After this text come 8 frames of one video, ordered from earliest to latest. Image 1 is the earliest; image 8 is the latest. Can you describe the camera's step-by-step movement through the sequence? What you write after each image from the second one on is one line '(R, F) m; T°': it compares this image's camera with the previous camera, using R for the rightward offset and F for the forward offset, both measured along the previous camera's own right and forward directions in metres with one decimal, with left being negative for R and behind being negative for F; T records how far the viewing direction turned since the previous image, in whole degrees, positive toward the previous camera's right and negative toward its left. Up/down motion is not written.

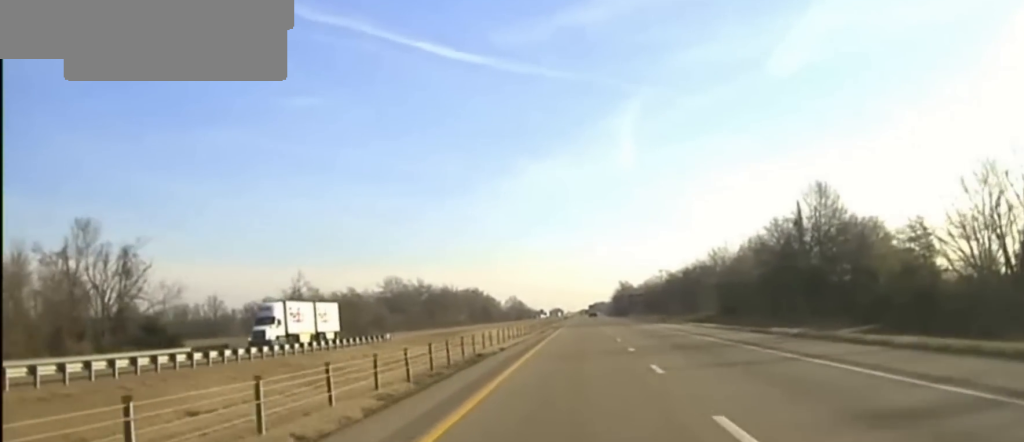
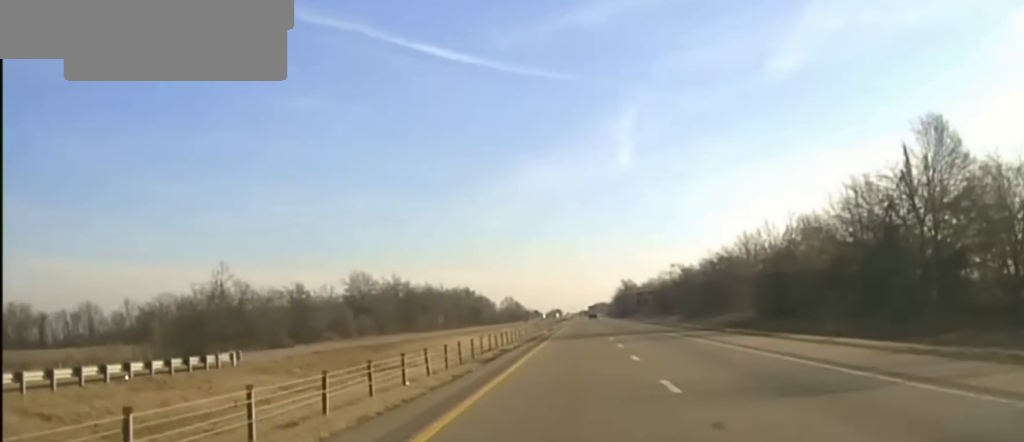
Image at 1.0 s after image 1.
(0.0, +39.8) m; 0°
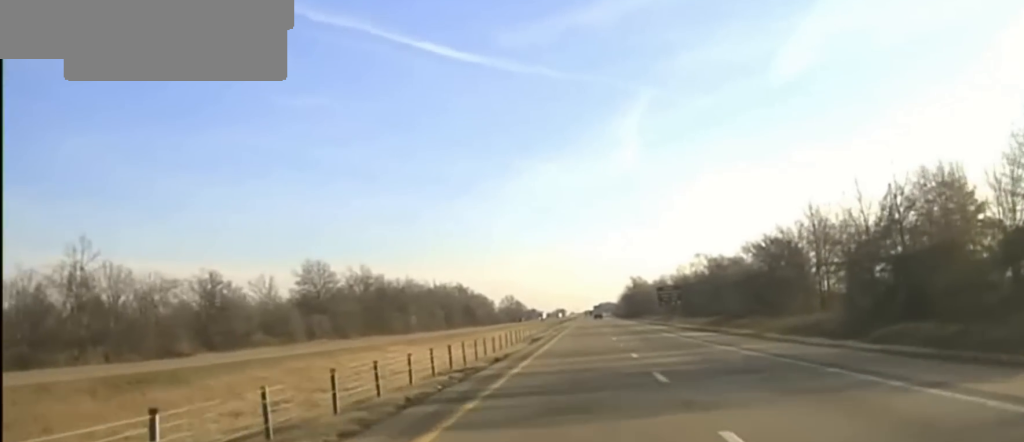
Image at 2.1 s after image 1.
(0.0, +44.3) m; 0°
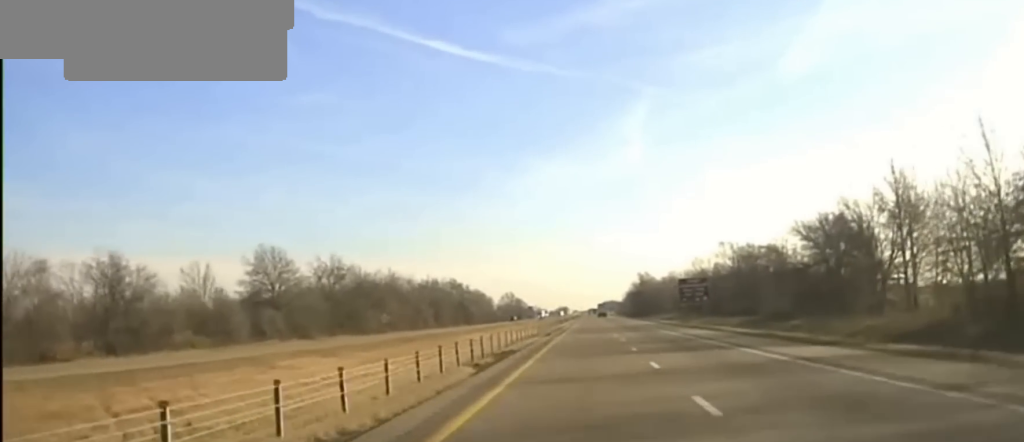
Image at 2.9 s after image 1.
(0.0, +31.5) m; 0°
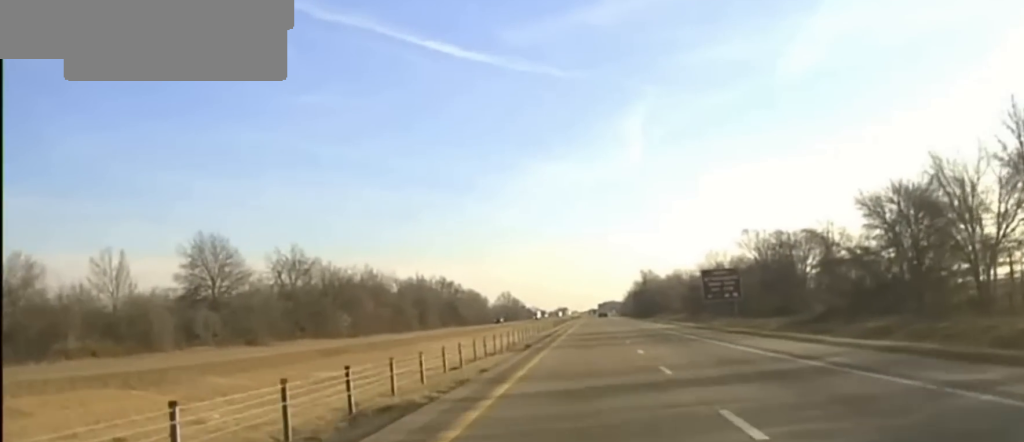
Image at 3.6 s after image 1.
(-0.1, +25.1) m; 0°
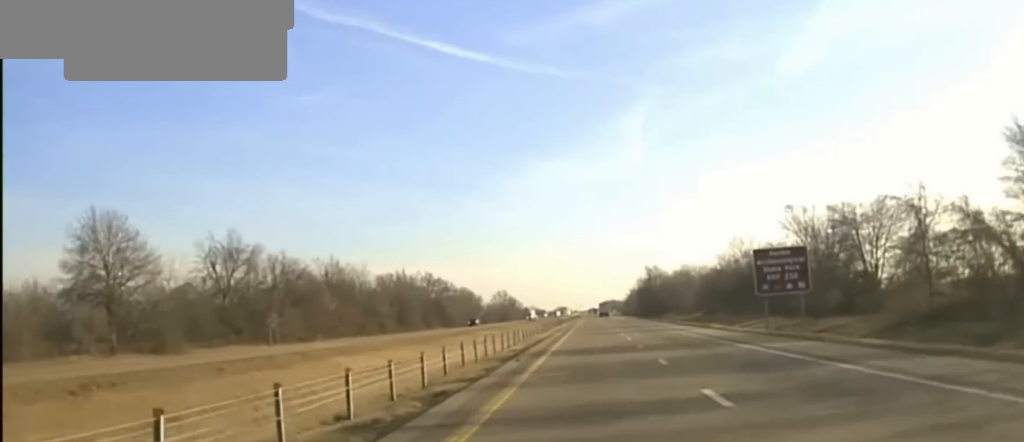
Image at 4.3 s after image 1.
(0.0, +29.1) m; 0°
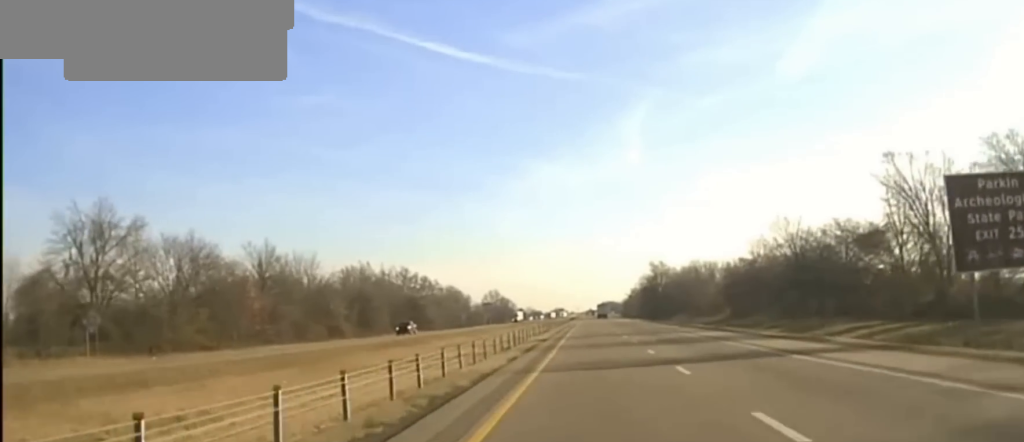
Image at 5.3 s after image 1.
(+0.1, +36.4) m; 0°
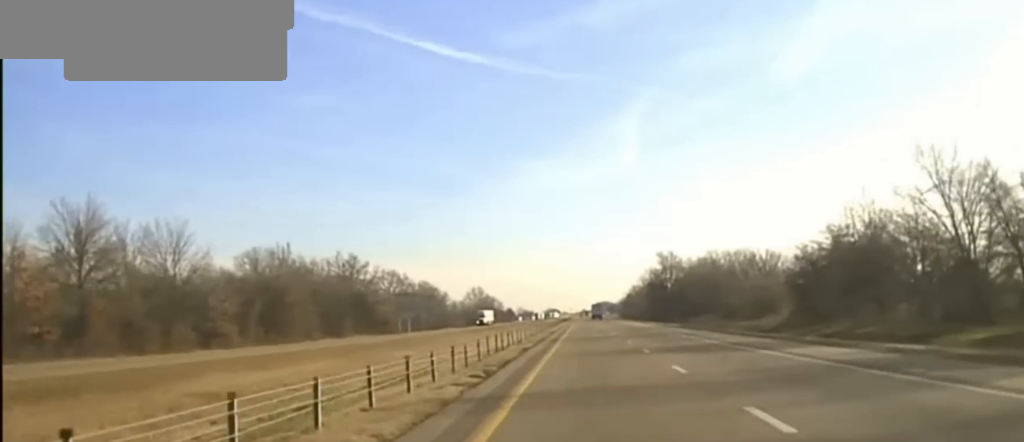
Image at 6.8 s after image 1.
(-0.1, +50.7) m; 0°
